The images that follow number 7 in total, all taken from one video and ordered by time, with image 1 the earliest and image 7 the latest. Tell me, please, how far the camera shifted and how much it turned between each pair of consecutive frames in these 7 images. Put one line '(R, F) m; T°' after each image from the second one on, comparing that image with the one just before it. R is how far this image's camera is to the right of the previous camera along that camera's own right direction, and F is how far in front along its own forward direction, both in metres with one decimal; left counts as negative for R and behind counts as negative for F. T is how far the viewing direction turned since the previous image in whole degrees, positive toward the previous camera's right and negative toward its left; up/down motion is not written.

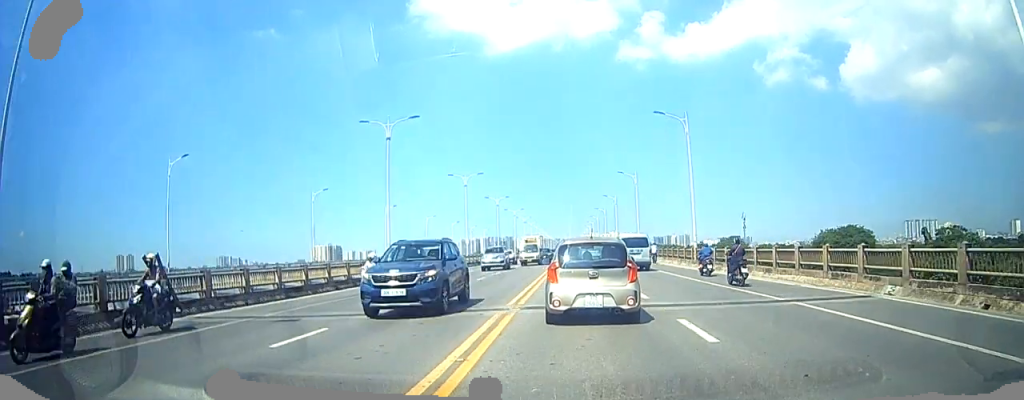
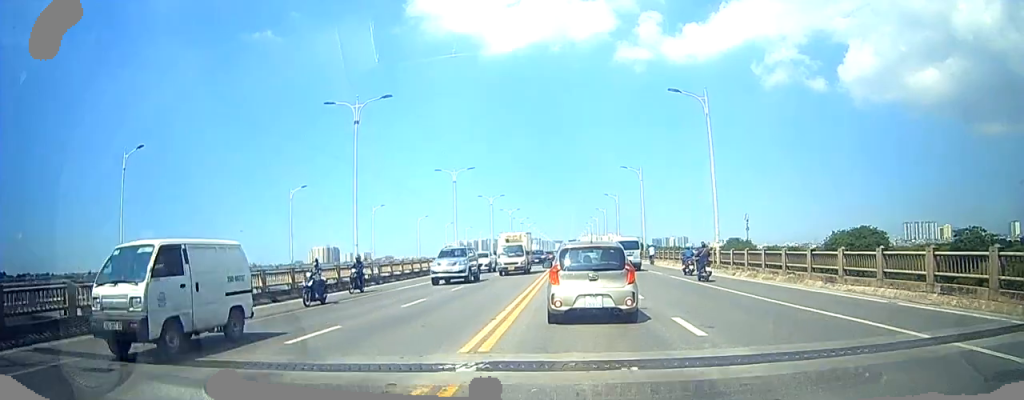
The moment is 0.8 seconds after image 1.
(+0.1, +6.3) m; +1°
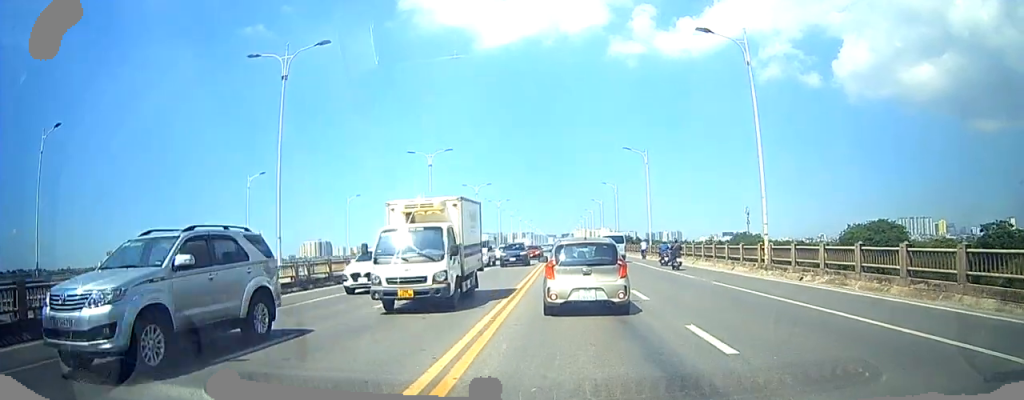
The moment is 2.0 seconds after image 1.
(0.0, +8.7) m; 0°
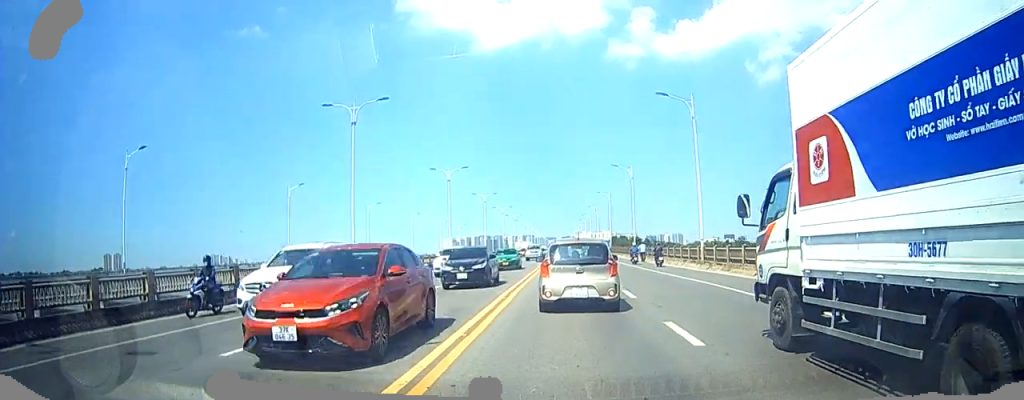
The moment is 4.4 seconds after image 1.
(0.0, +17.7) m; 0°
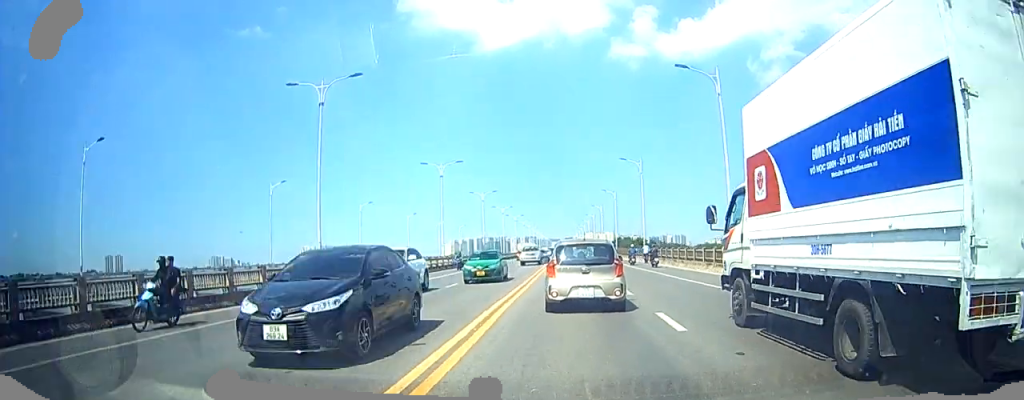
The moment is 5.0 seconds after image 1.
(0.0, +4.4) m; 0°
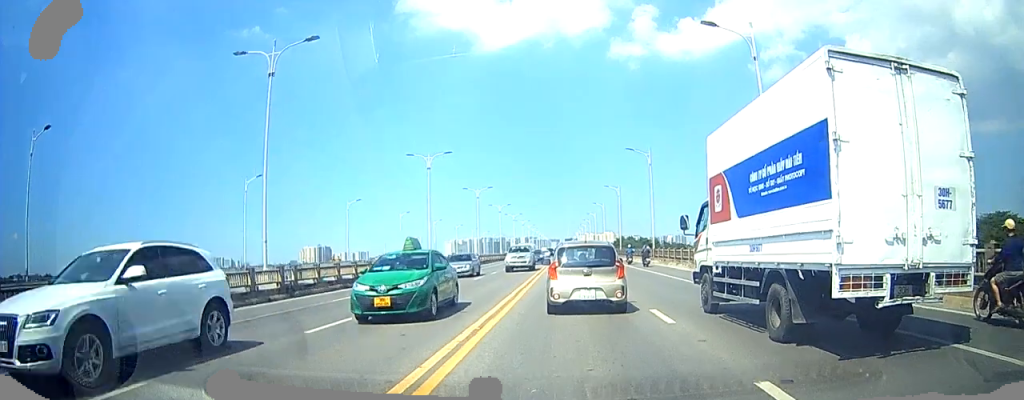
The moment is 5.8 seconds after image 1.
(0.0, +5.1) m; 0°
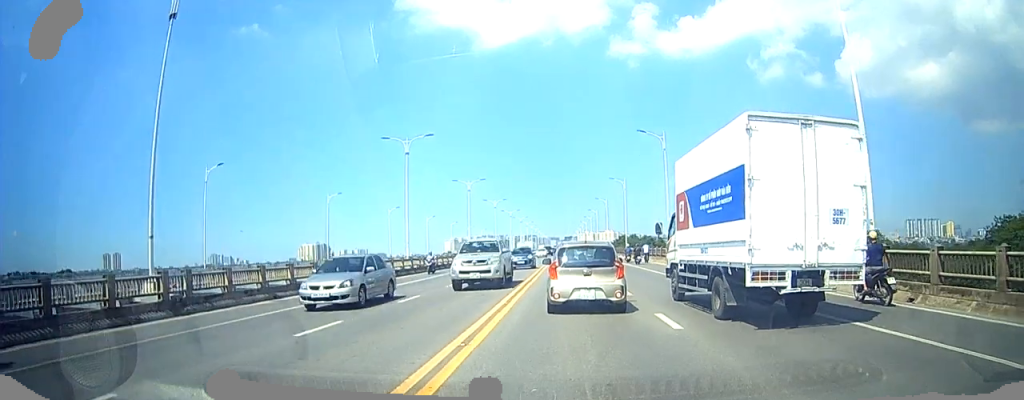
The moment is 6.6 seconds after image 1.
(+0.1, +6.6) m; -2°
